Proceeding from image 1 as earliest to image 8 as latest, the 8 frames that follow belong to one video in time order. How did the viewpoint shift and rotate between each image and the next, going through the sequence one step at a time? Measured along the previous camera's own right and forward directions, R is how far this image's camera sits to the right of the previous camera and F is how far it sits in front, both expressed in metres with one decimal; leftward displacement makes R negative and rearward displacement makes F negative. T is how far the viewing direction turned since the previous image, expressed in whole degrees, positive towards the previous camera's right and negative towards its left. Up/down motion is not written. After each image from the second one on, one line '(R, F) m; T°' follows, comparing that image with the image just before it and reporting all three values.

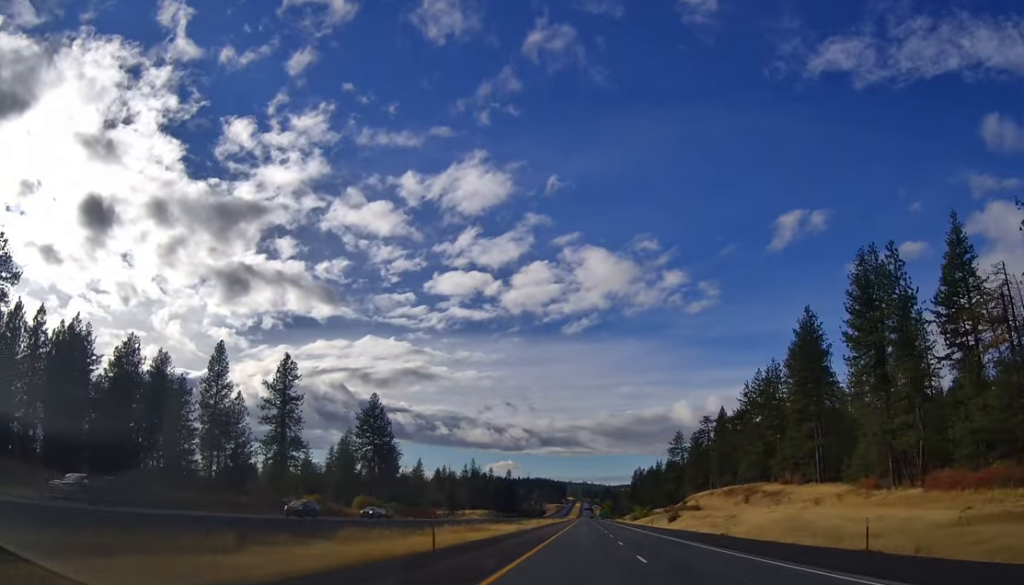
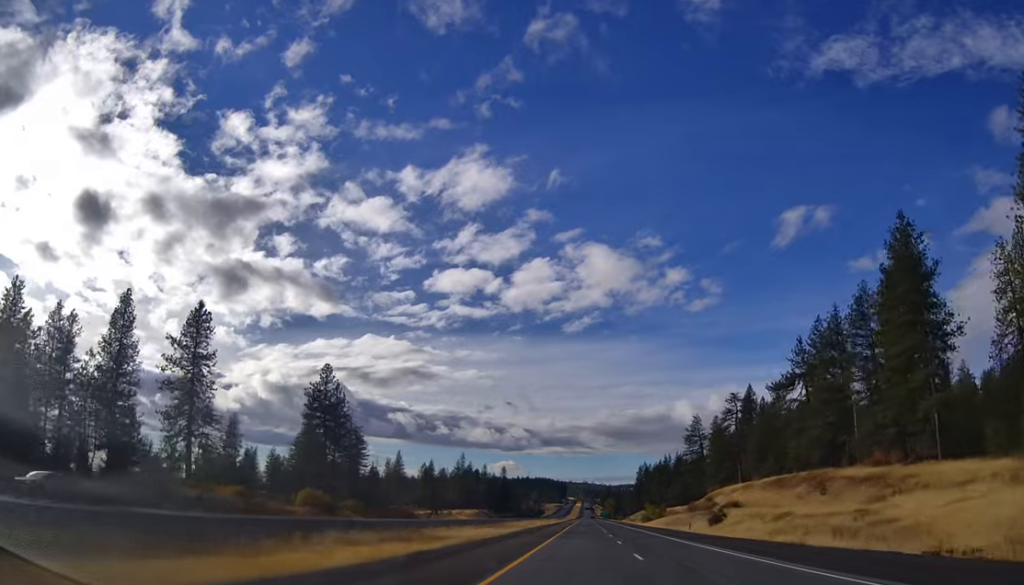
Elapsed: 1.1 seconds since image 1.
(-0.1, +35.8) m; -1°
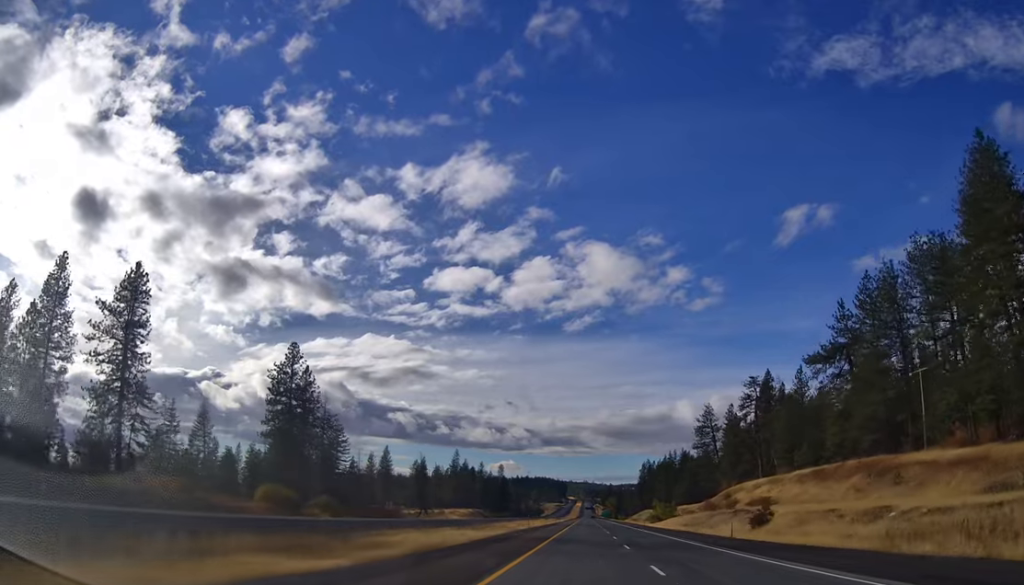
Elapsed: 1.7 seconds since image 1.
(-0.3, +18.4) m; 0°
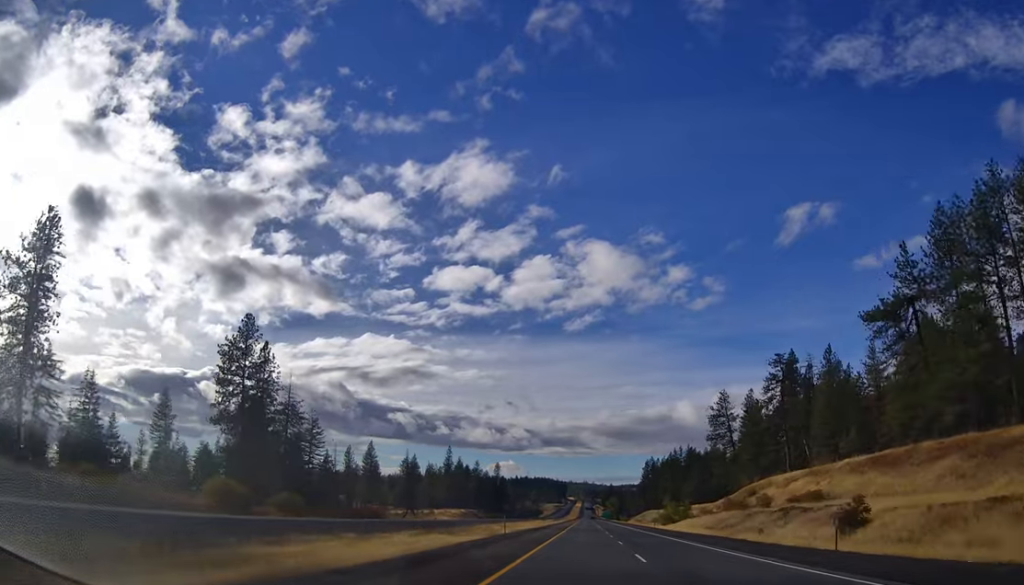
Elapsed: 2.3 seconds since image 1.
(0.0, +19.5) m; 0°
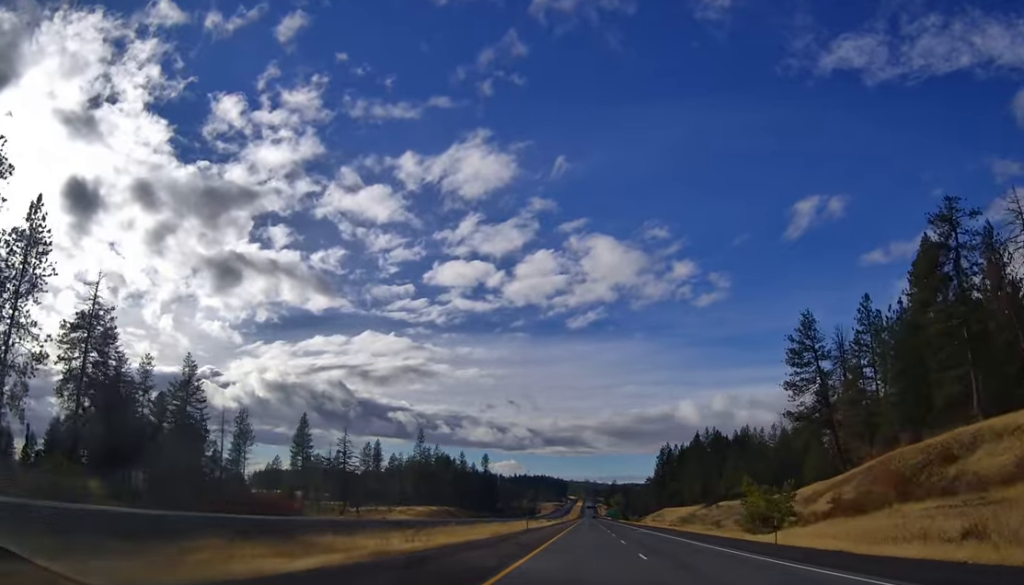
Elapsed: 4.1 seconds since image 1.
(-0.1, +60.6) m; 0°
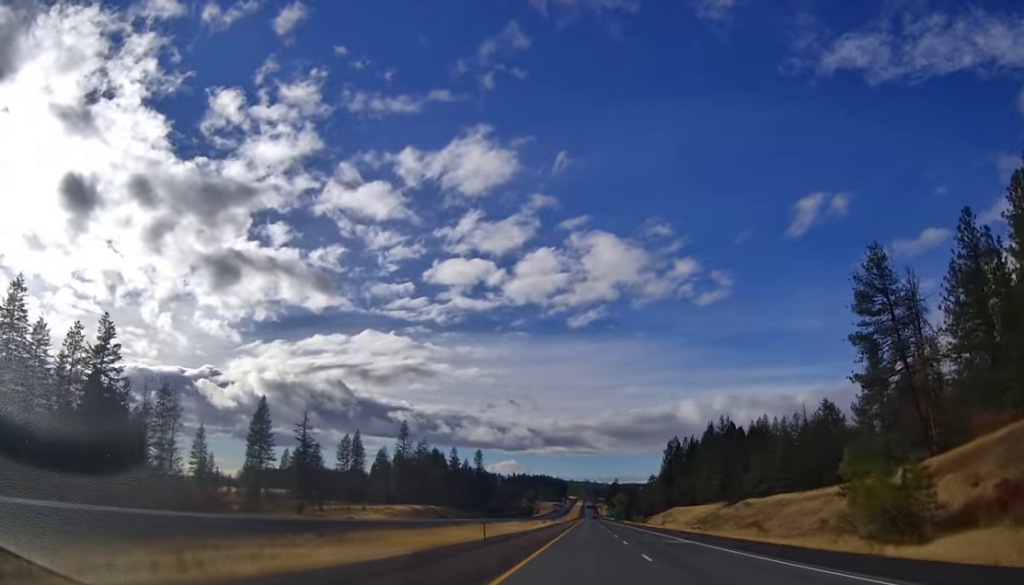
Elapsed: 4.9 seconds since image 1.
(+0.3, +25.0) m; +1°
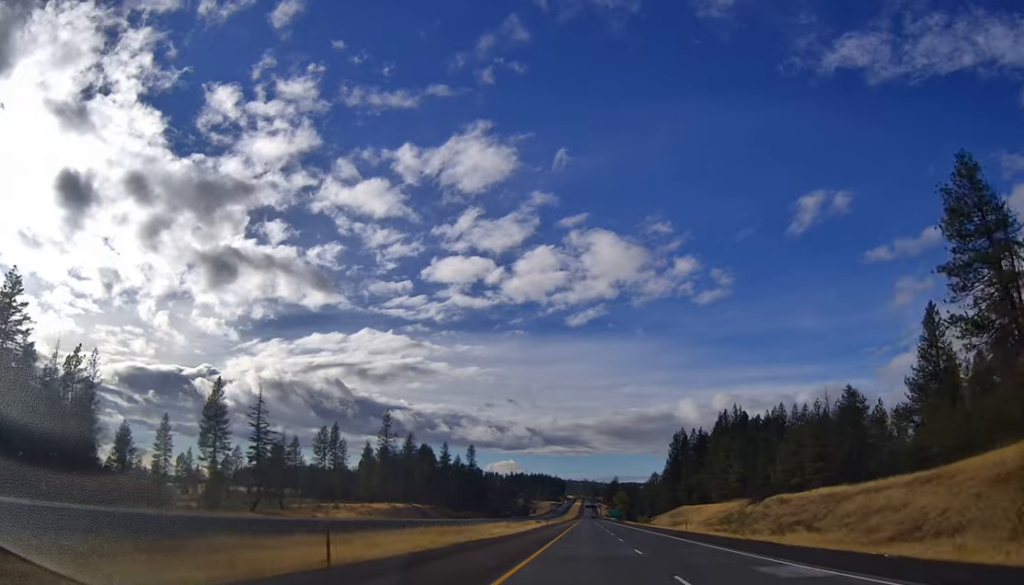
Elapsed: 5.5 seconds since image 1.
(0.0, +20.7) m; 0°
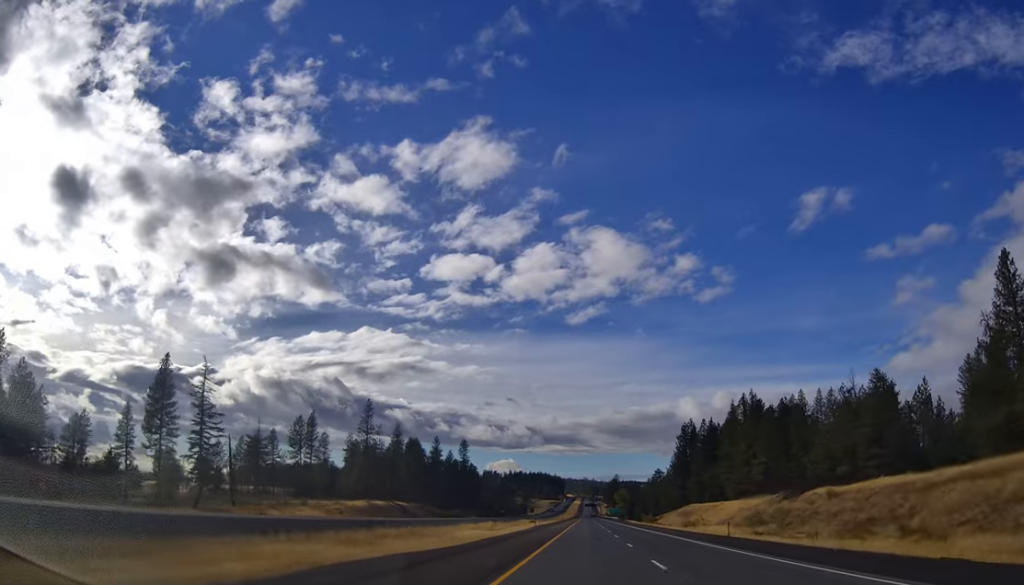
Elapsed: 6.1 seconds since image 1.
(0.0, +19.7) m; 0°
